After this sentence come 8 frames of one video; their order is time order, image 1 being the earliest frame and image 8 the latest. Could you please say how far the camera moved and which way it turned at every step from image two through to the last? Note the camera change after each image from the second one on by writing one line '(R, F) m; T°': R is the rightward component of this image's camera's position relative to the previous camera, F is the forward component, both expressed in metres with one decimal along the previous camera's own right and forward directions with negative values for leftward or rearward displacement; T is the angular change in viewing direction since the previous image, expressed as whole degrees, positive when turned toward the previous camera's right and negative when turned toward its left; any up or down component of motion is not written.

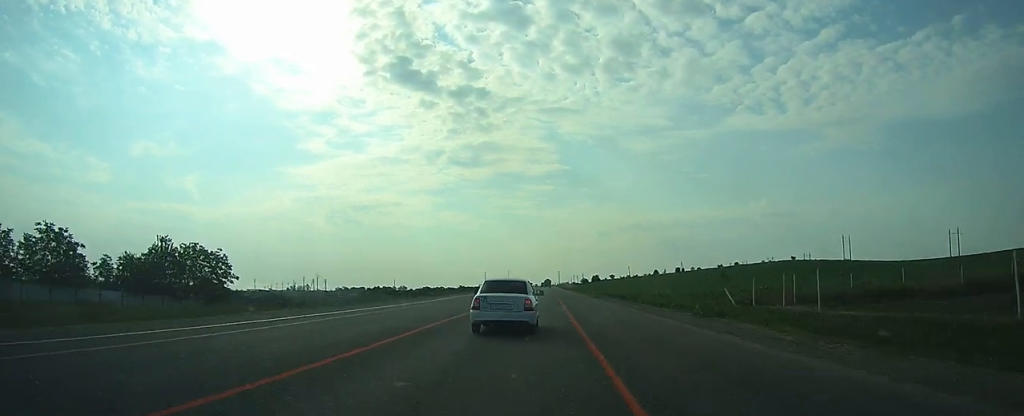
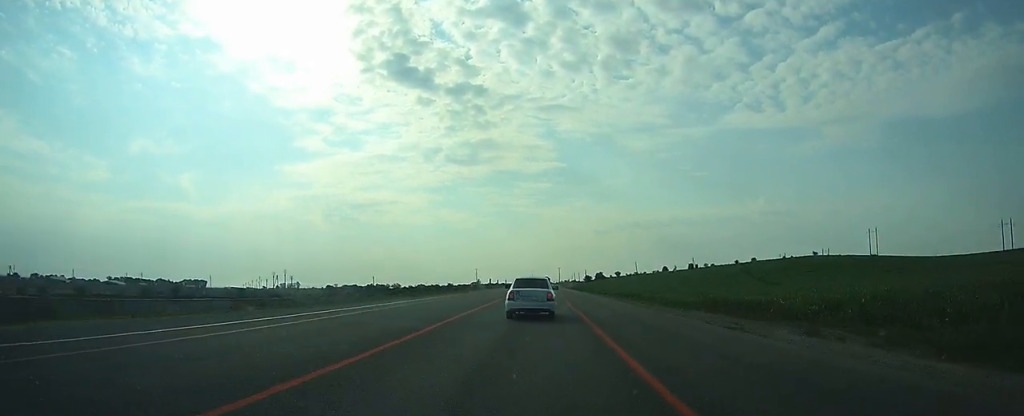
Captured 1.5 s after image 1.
(+0.2, +40.7) m; +1°
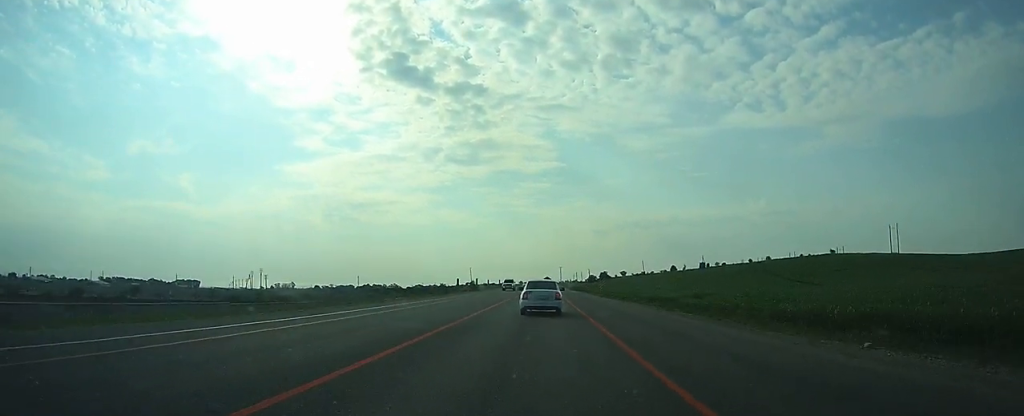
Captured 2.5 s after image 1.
(+0.1, +26.2) m; +1°
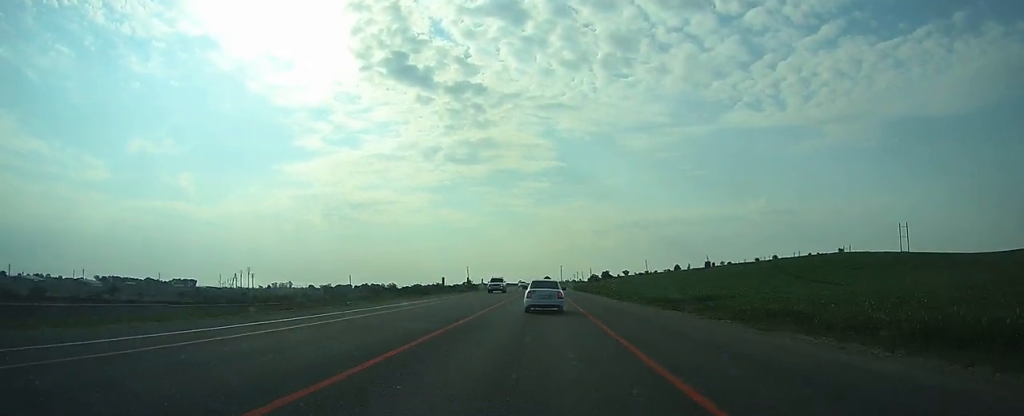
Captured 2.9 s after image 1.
(+0.1, +11.7) m; 0°
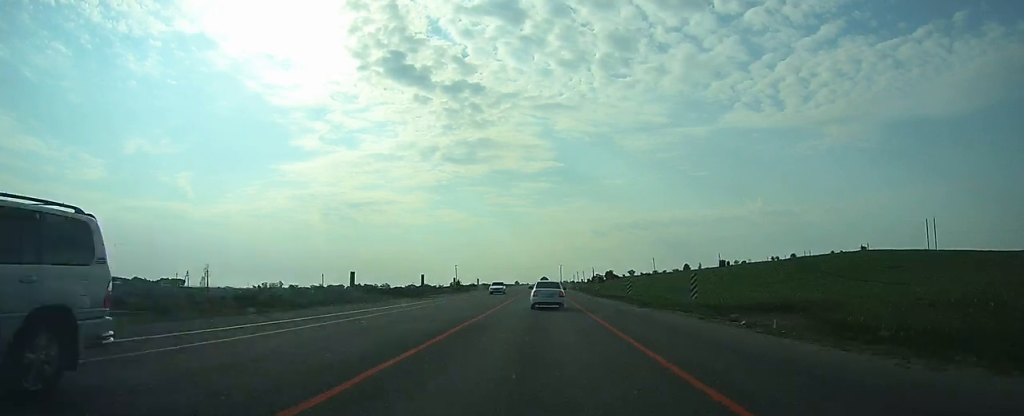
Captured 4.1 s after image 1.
(+0.1, +32.2) m; 0°
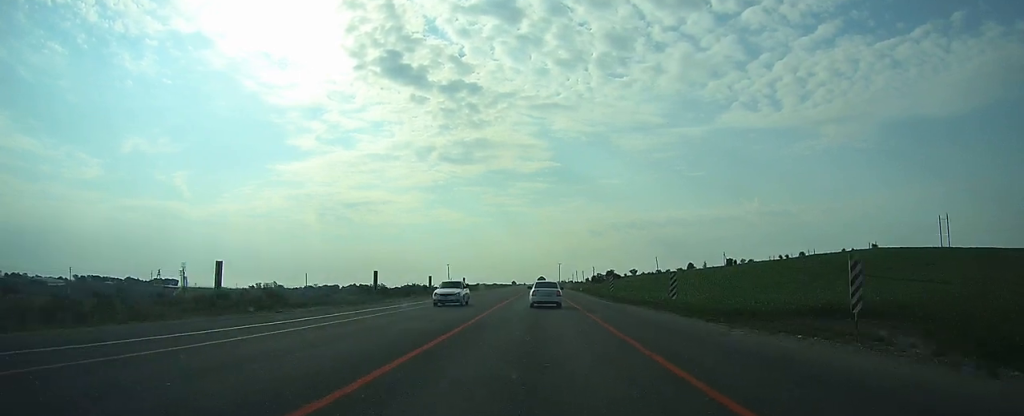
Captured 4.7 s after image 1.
(0.0, +15.1) m; 0°
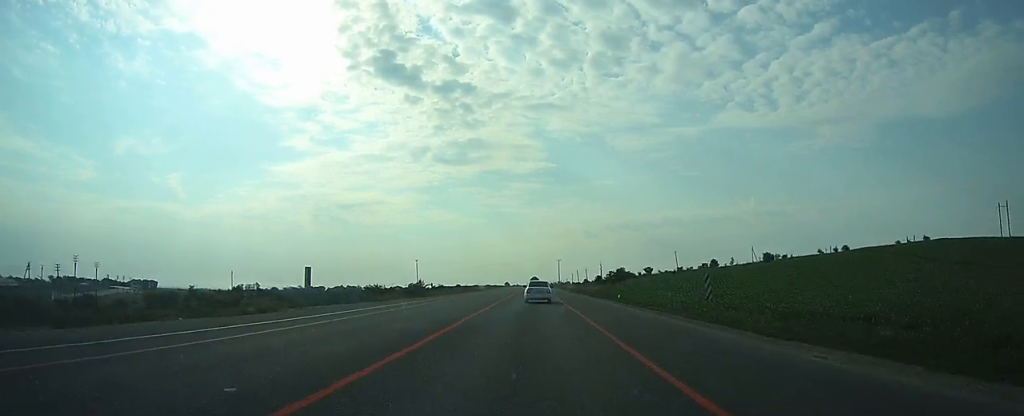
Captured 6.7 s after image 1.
(+0.1, +54.3) m; 0°
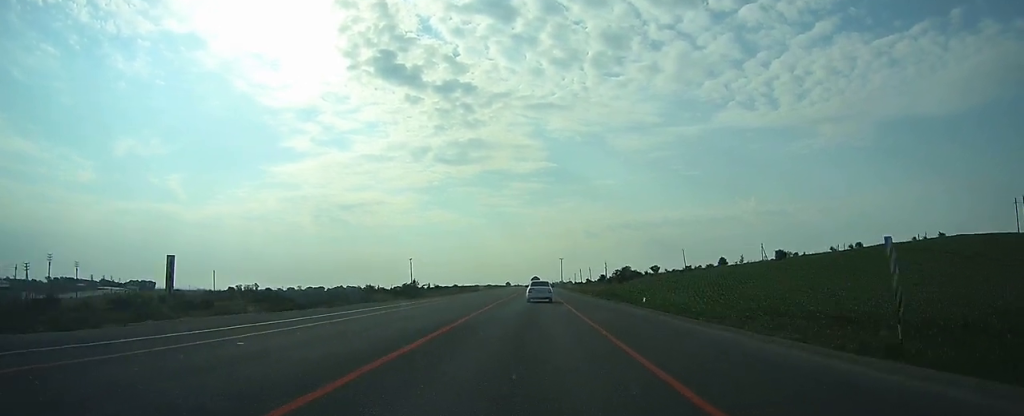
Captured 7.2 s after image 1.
(0.0, +11.3) m; 0°
